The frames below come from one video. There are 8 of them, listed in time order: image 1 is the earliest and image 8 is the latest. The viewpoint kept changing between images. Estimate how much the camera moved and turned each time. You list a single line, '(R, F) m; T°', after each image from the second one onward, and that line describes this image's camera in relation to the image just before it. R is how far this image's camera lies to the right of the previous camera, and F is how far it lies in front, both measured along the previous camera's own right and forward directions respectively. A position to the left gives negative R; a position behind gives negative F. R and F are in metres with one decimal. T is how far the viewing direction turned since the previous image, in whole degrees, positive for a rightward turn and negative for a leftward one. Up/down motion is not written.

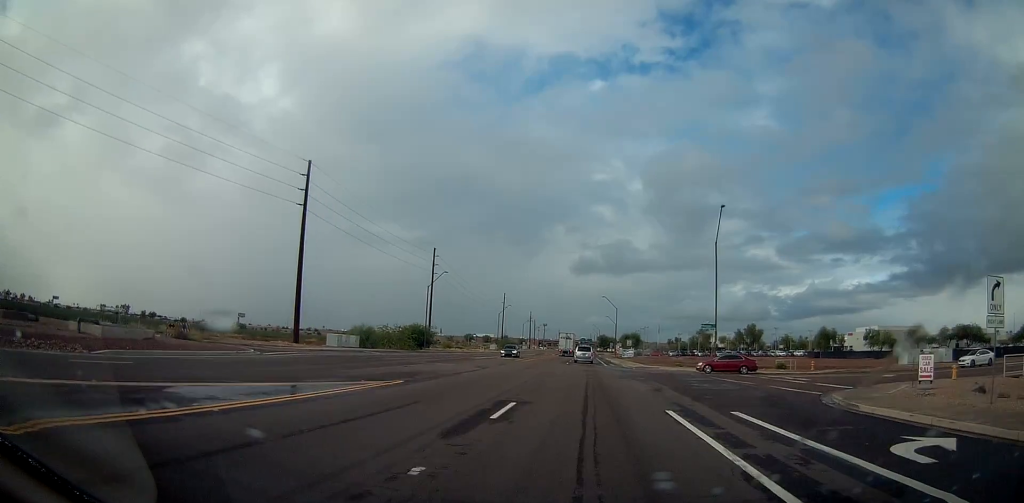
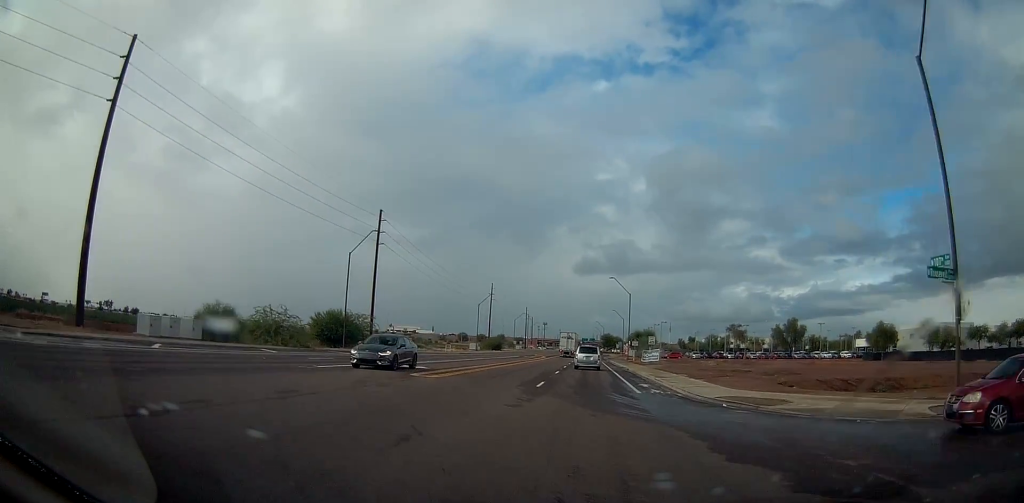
(0.0, +32.4) m; 0°
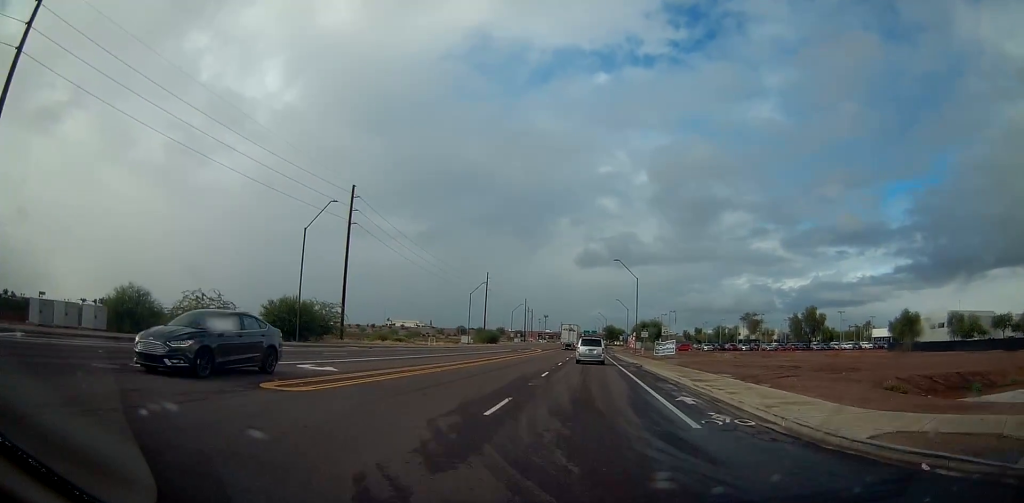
(0.0, +11.1) m; 0°
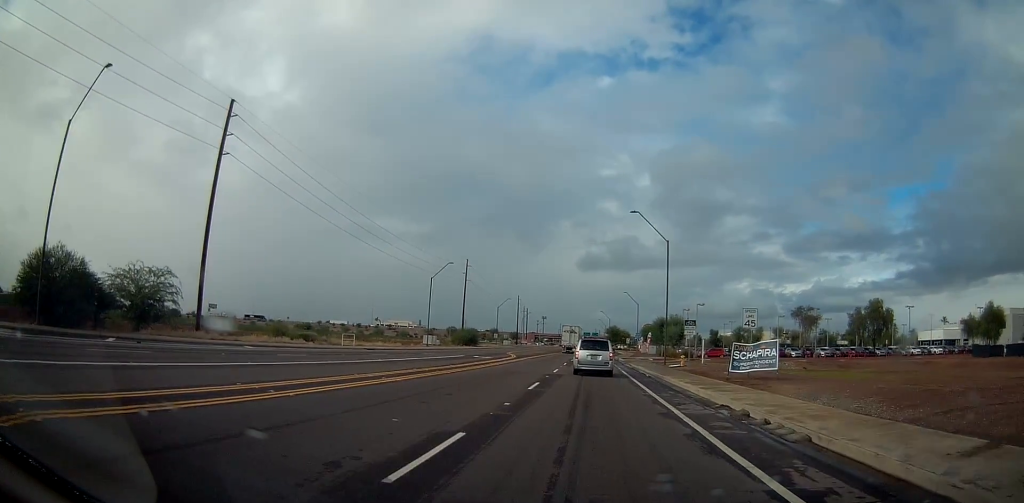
(0.0, +30.4) m; 0°
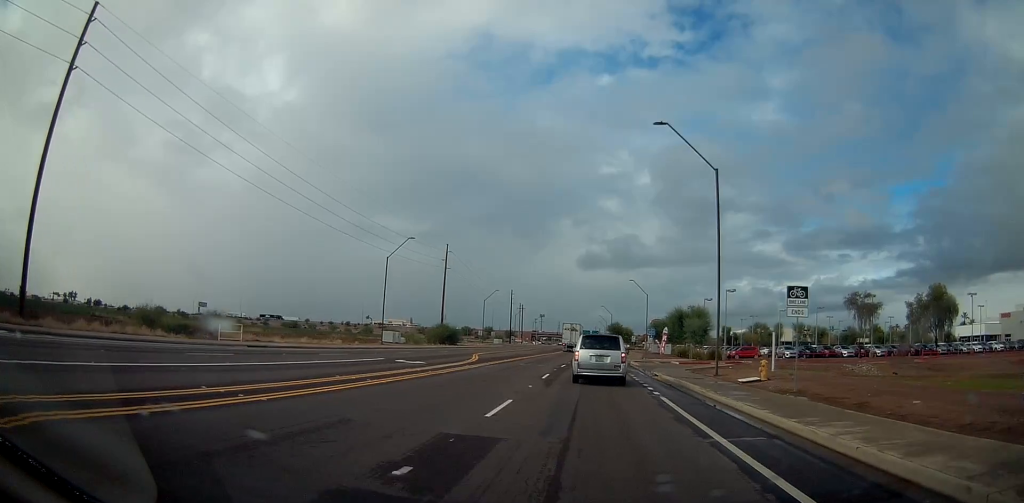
(0.0, +20.1) m; 0°
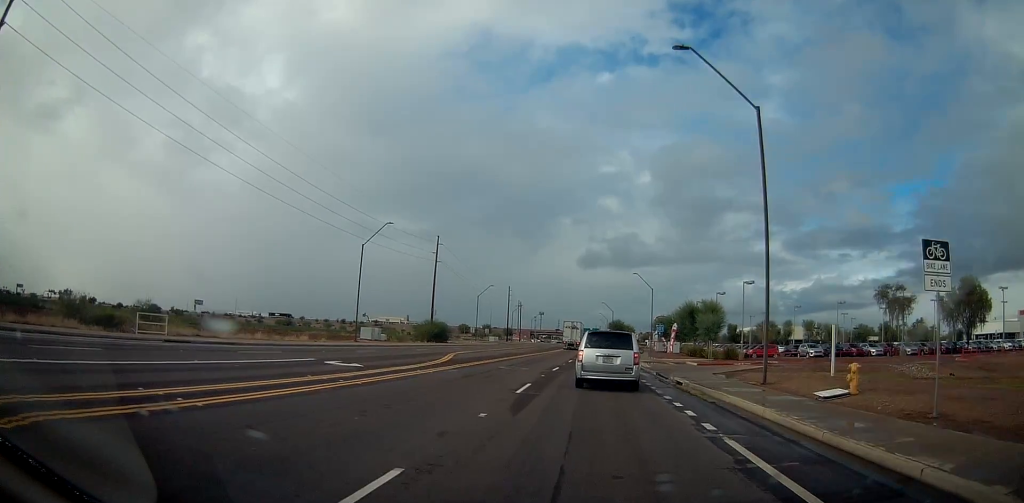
(0.0, +8.8) m; 0°
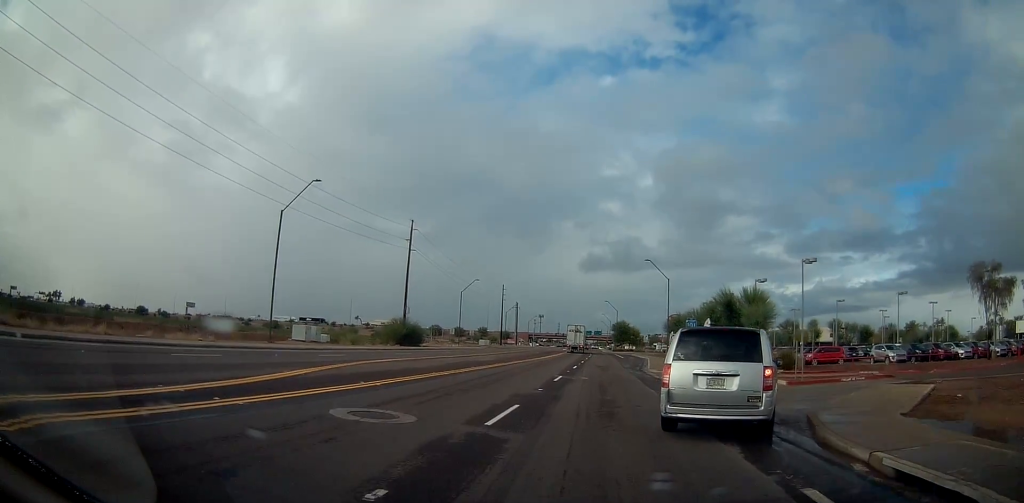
(0.0, +19.9) m; 0°
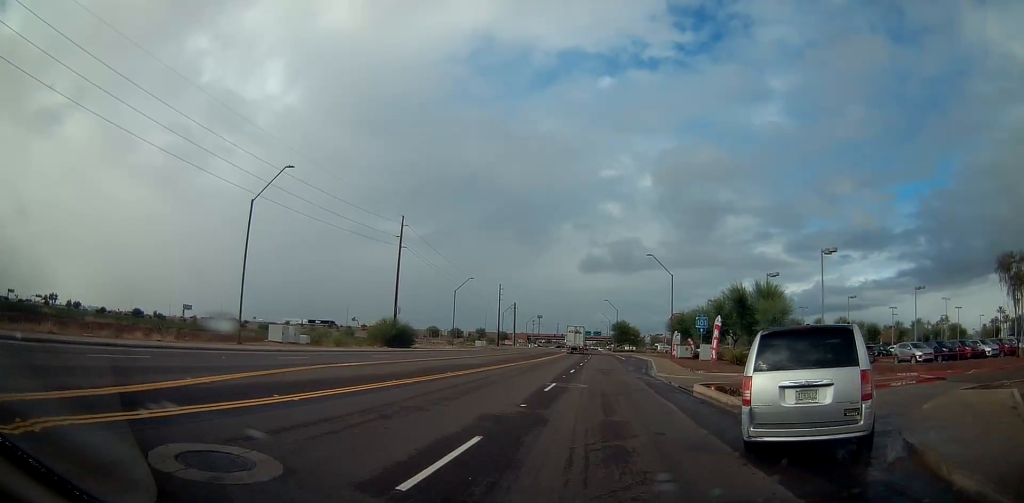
(0.0, +5.0) m; 0°
